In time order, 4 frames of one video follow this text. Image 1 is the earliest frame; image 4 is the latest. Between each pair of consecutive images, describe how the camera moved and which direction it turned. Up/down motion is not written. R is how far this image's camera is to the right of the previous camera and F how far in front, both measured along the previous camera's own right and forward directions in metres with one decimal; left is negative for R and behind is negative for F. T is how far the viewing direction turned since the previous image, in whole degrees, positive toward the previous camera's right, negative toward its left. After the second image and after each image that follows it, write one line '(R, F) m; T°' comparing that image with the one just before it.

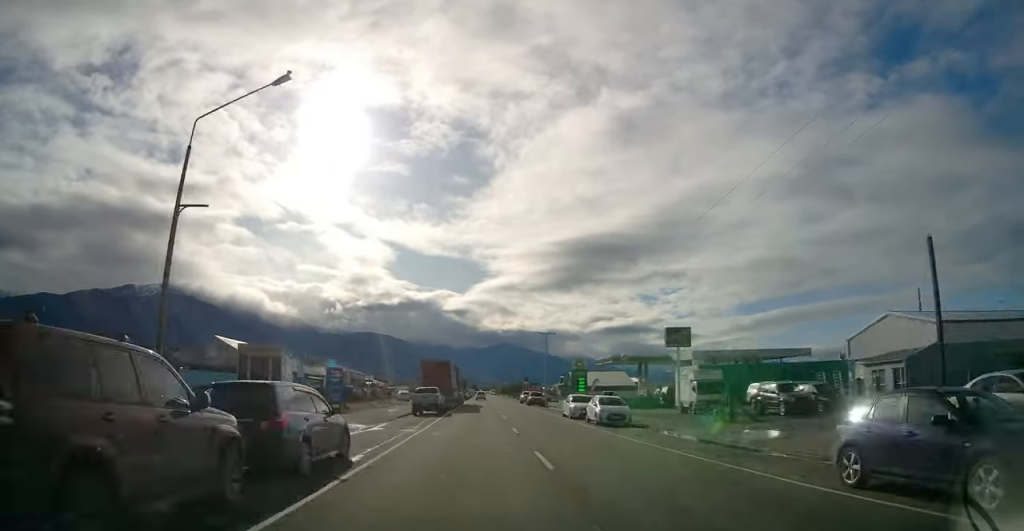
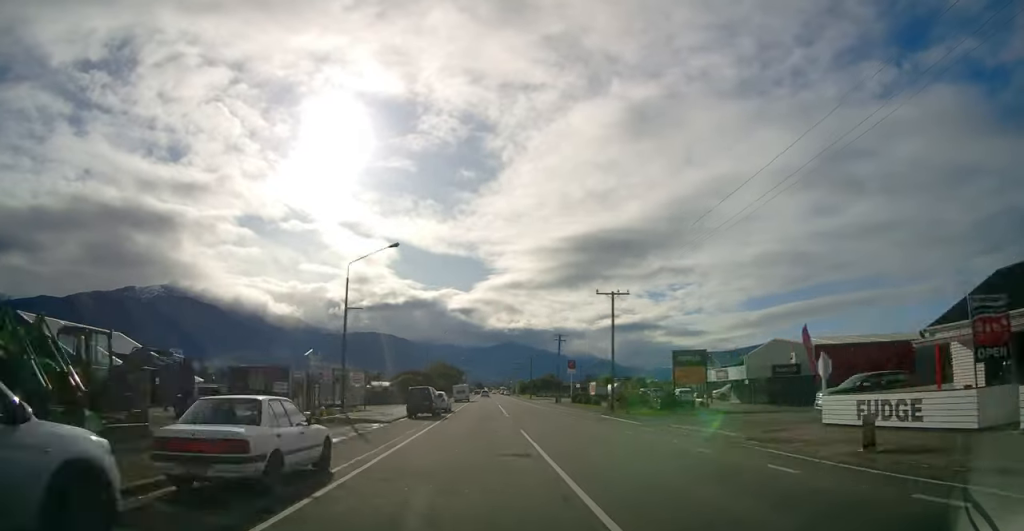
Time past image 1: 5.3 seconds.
(+0.1, +125.4) m; 0°
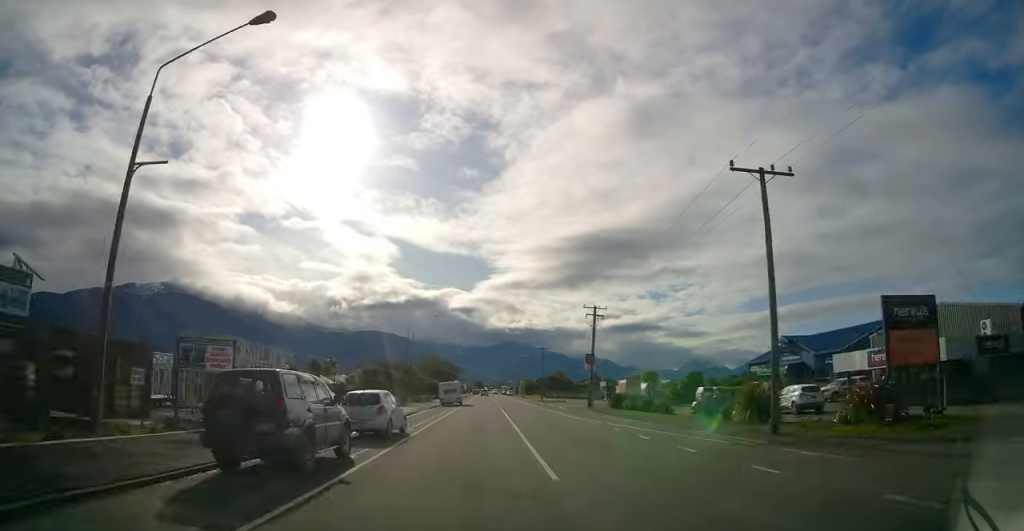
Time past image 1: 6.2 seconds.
(+0.5, +24.2) m; 0°
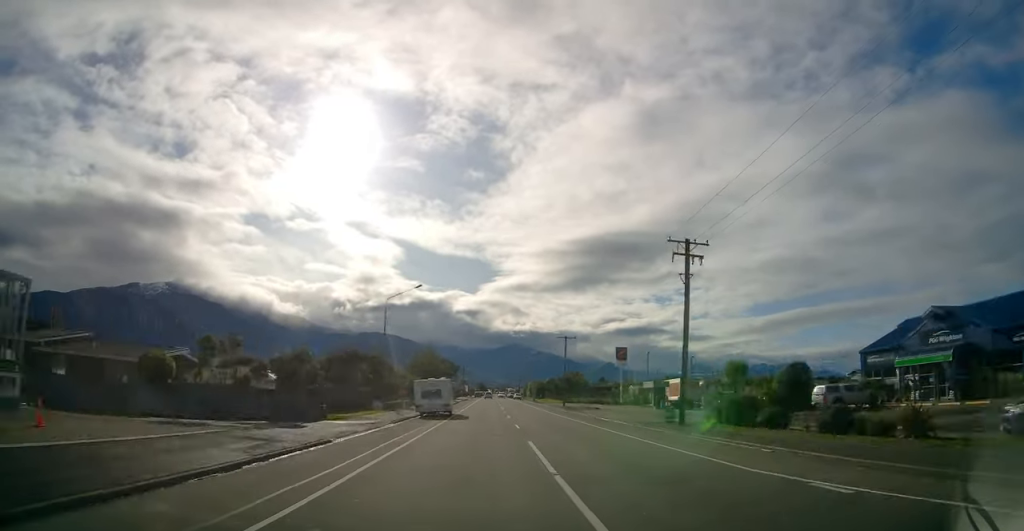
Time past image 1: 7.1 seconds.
(0.0, +23.1) m; 0°
